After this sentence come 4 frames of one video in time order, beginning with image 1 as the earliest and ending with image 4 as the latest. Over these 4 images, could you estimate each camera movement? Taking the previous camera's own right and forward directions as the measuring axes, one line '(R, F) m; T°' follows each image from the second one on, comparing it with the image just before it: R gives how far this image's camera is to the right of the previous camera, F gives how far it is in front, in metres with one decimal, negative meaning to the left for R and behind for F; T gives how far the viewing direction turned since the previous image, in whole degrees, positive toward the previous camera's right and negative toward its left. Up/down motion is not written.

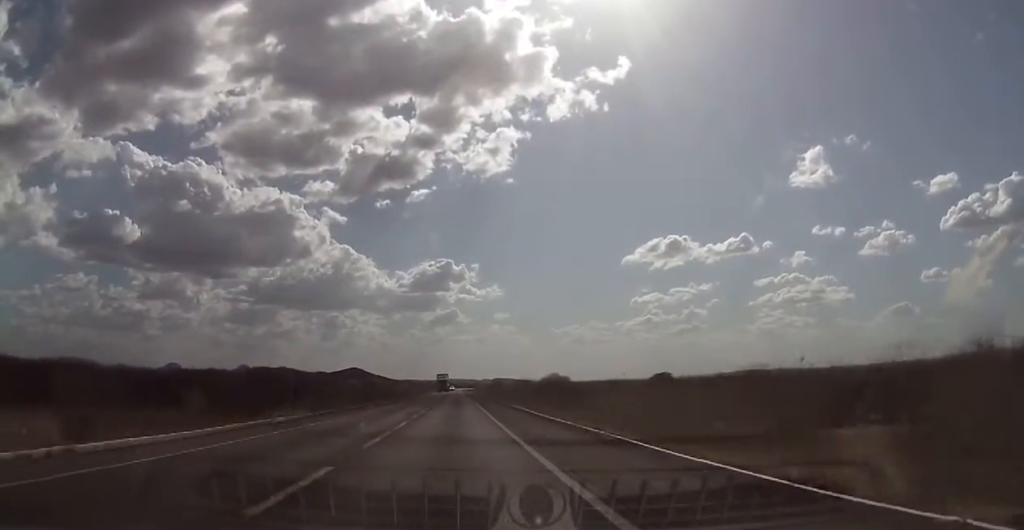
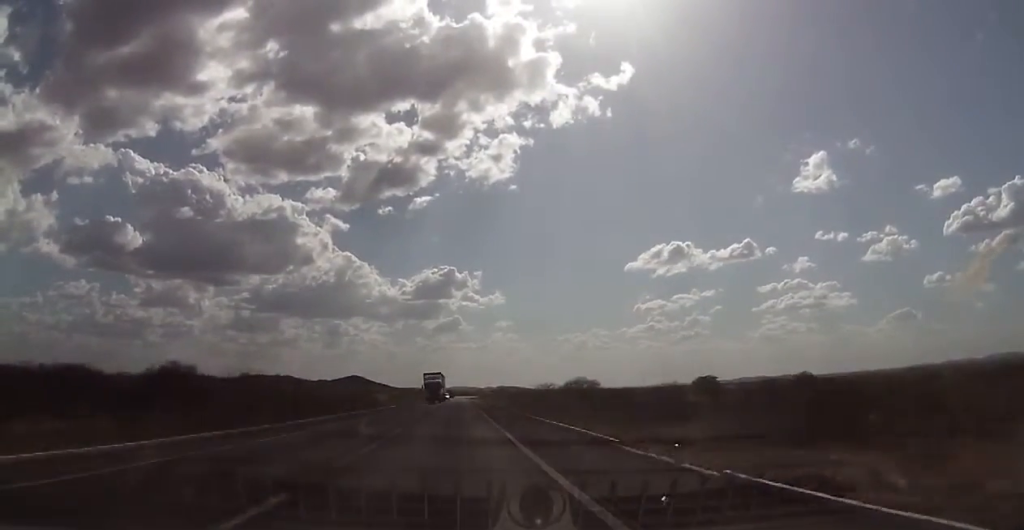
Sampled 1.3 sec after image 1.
(+0.3, +41.9) m; 0°
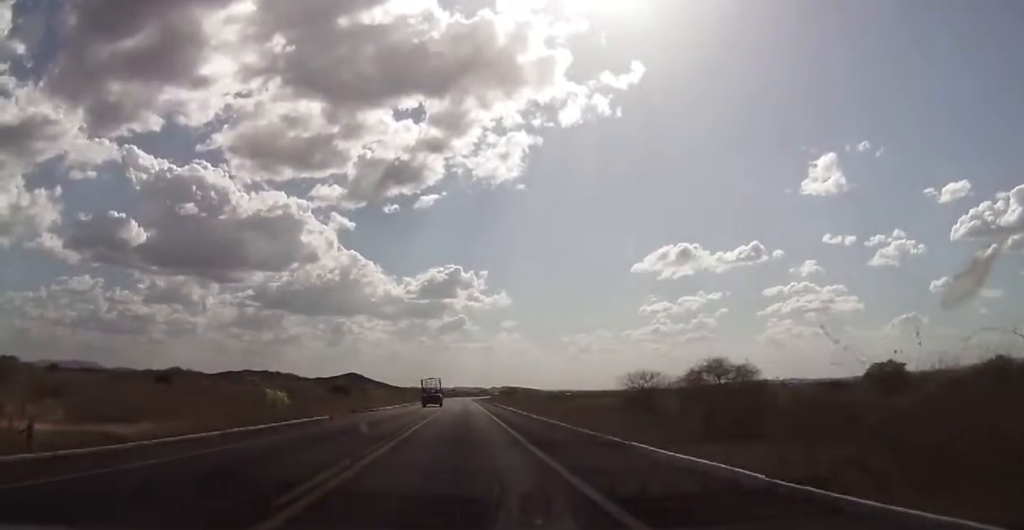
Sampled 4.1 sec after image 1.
(-1.2, +90.5) m; -1°
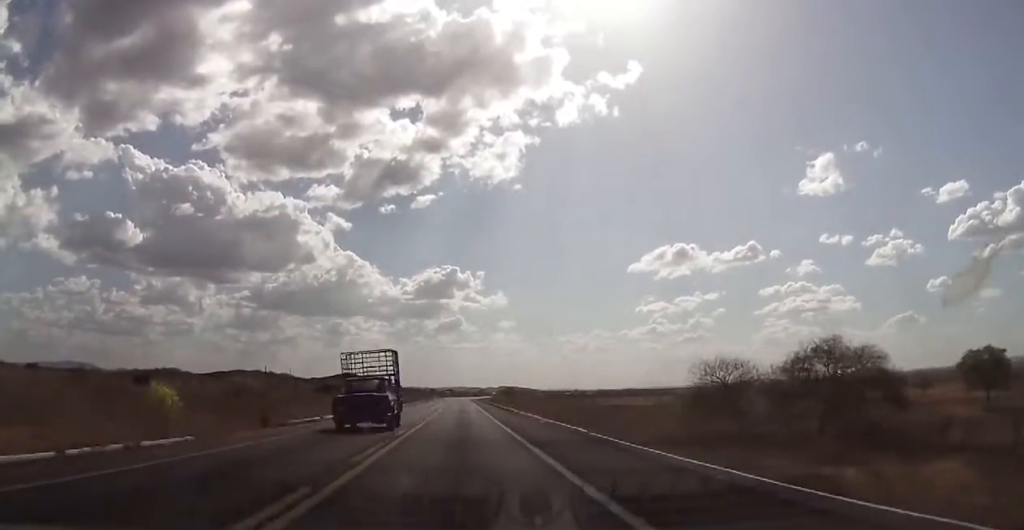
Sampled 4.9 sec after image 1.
(0.0, +26.6) m; 0°
